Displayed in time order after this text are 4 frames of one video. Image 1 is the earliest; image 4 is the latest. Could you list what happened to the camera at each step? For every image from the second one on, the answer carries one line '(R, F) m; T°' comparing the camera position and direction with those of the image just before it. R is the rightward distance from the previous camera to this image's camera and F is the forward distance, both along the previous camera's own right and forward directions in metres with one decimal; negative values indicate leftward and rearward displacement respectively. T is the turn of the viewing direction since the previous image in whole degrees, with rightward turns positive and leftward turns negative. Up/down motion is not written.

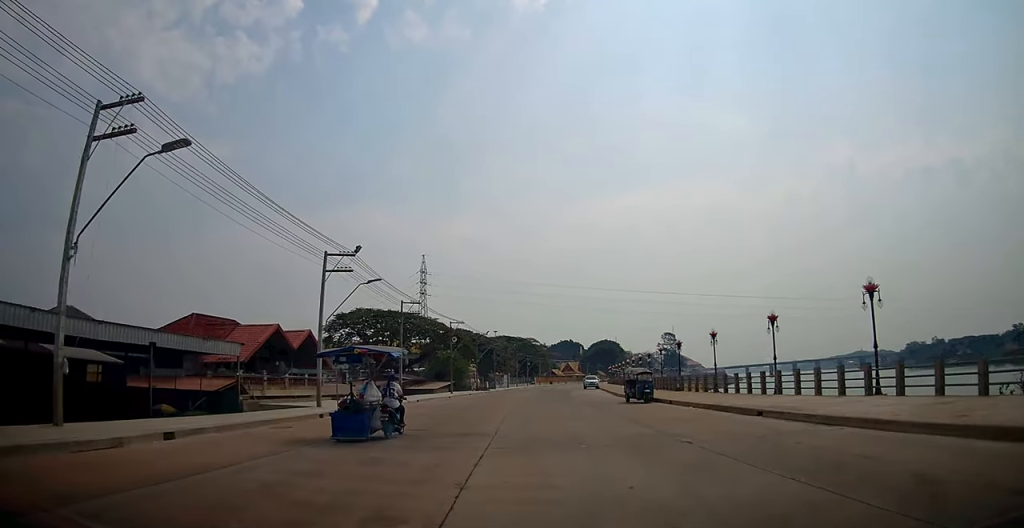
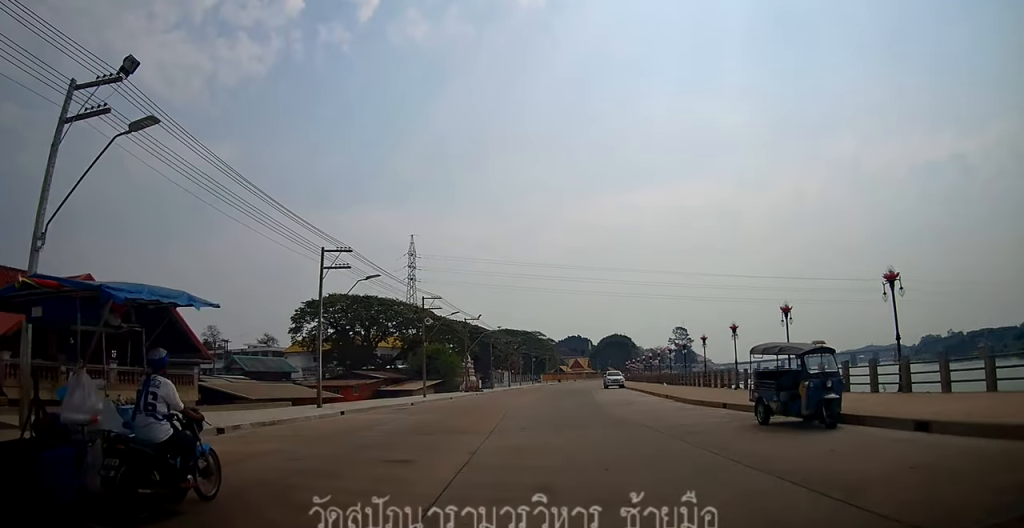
(+0.1, +16.6) m; -1°
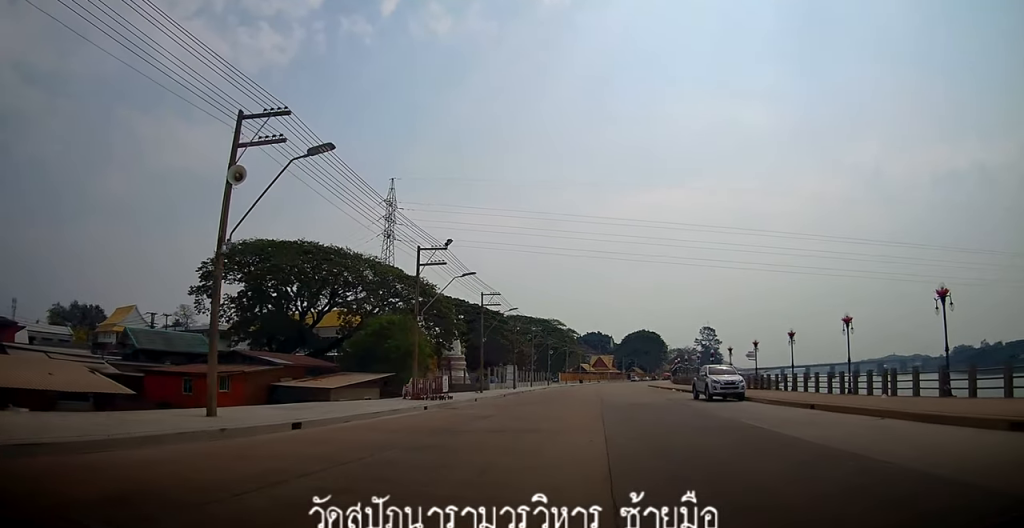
(-0.9, +30.3) m; -2°
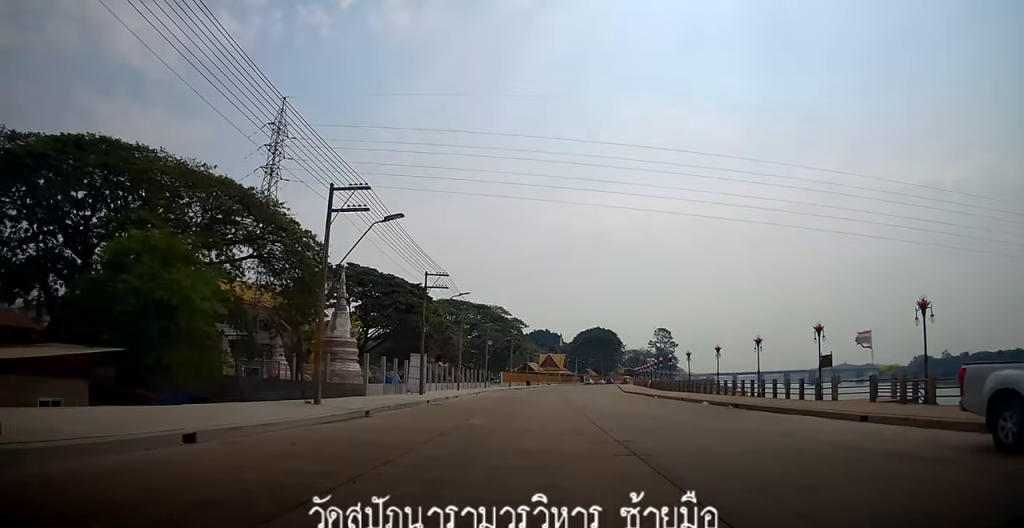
(+1.1, +24.7) m; +5°
